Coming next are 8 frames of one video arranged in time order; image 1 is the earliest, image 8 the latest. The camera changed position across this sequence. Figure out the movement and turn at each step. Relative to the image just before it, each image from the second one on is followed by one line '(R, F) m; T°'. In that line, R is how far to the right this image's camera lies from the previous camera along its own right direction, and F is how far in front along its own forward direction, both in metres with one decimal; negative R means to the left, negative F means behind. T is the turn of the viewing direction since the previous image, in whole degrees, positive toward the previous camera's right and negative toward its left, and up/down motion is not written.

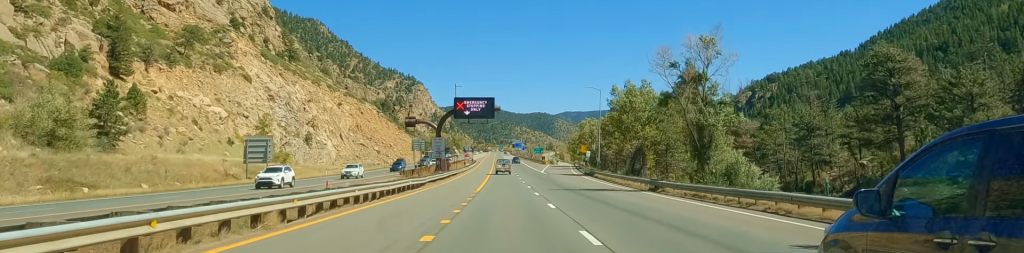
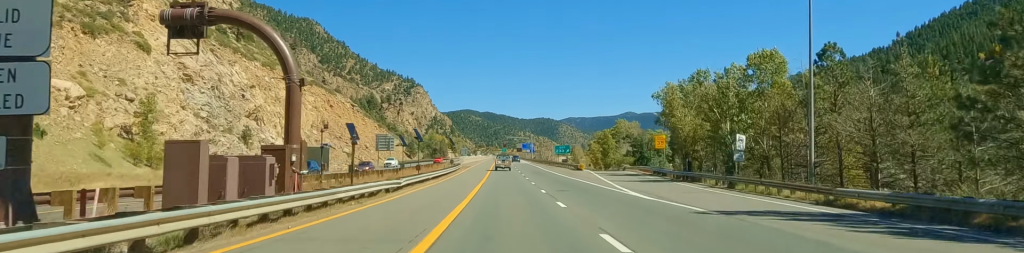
(-0.6, +75.4) m; 0°
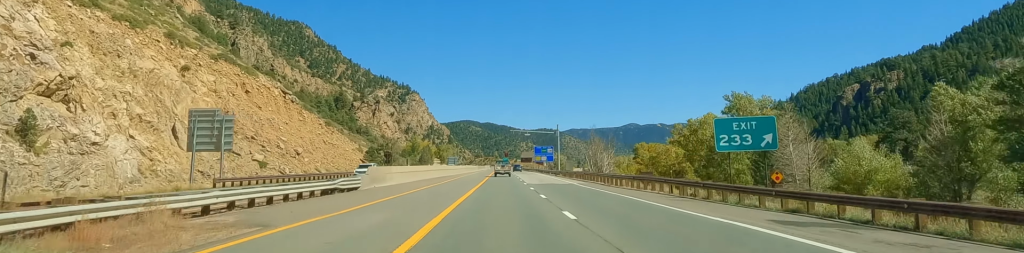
(+0.2, +102.1) m; -1°
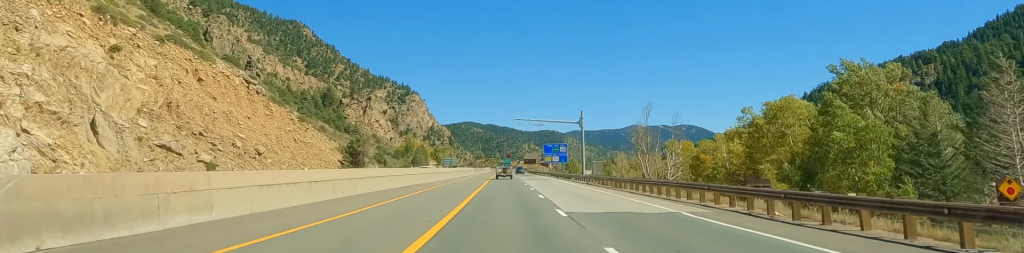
(-0.7, +33.0) m; 0°
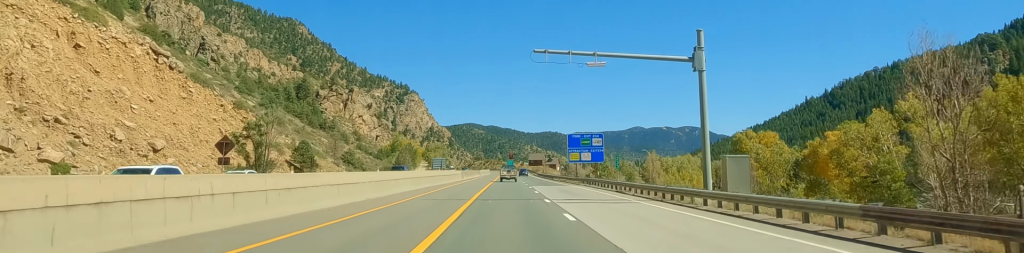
(-0.3, +49.8) m; 0°
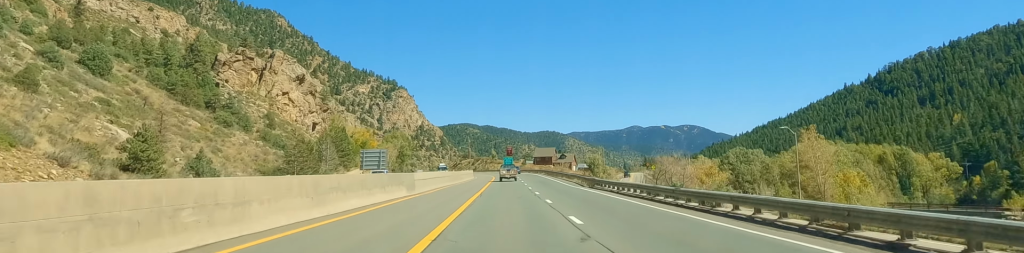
(+1.7, +108.4) m; 0°
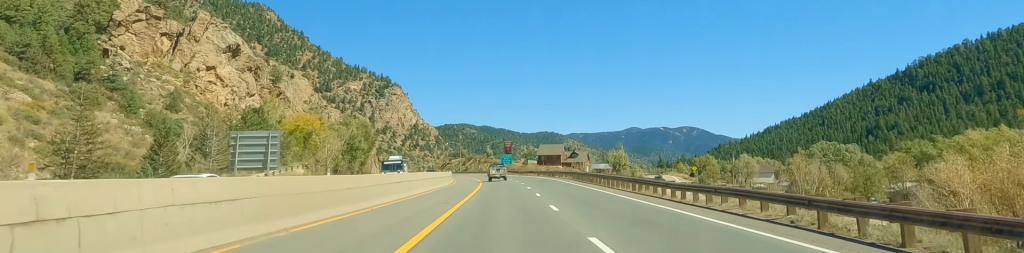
(-0.8, +55.9) m; -1°
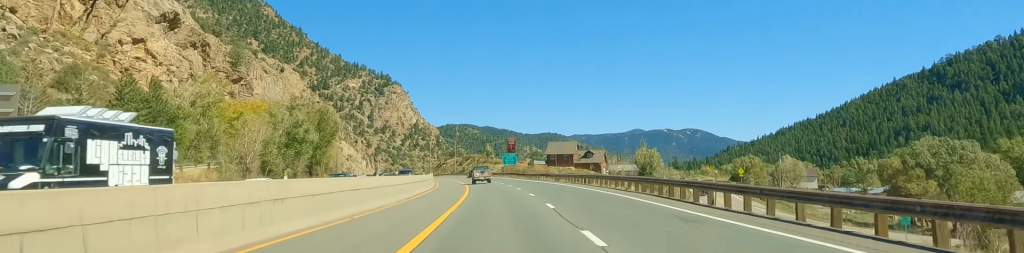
(-0.2, +35.3) m; -1°
